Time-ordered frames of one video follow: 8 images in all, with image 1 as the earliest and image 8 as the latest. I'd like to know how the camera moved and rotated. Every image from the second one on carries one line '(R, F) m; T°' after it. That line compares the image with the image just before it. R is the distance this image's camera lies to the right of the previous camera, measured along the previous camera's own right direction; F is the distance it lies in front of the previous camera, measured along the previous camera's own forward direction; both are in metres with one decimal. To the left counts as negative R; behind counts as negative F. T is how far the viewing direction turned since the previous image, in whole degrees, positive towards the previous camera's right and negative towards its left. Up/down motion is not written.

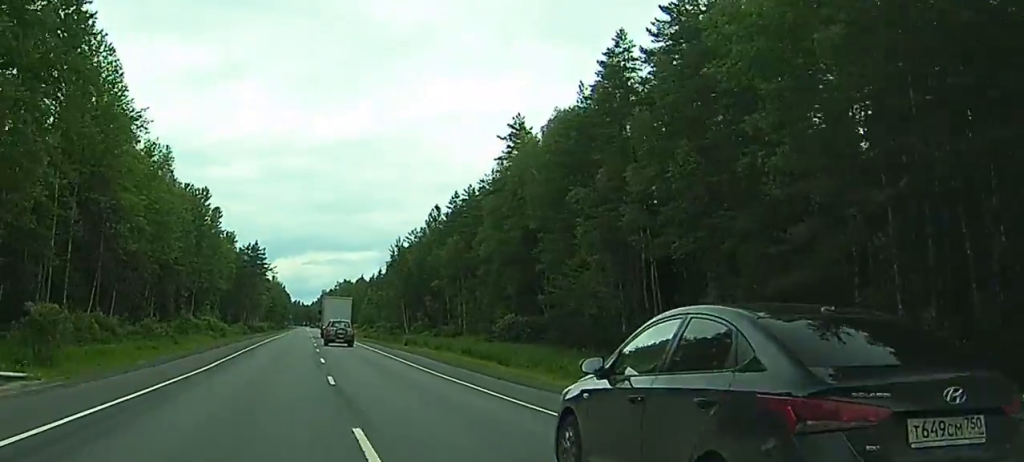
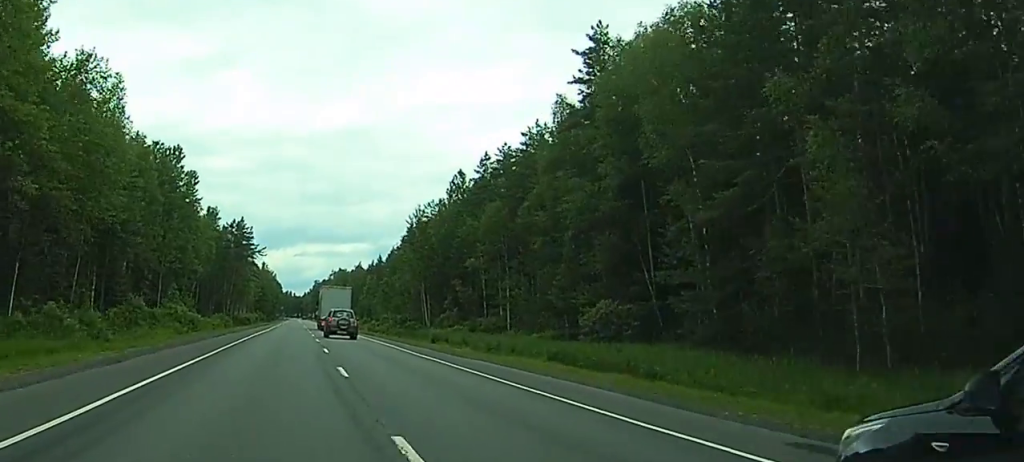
(0.0, +25.4) m; 0°
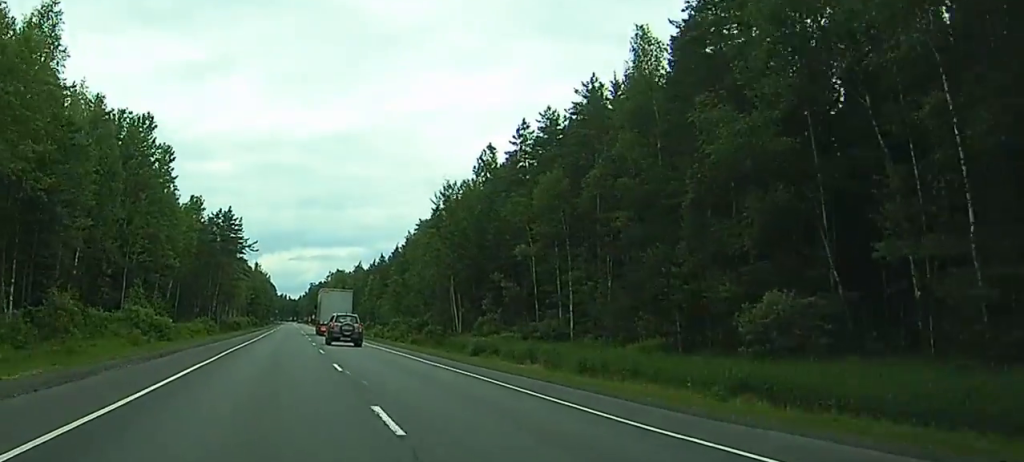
(0.0, +19.8) m; 0°
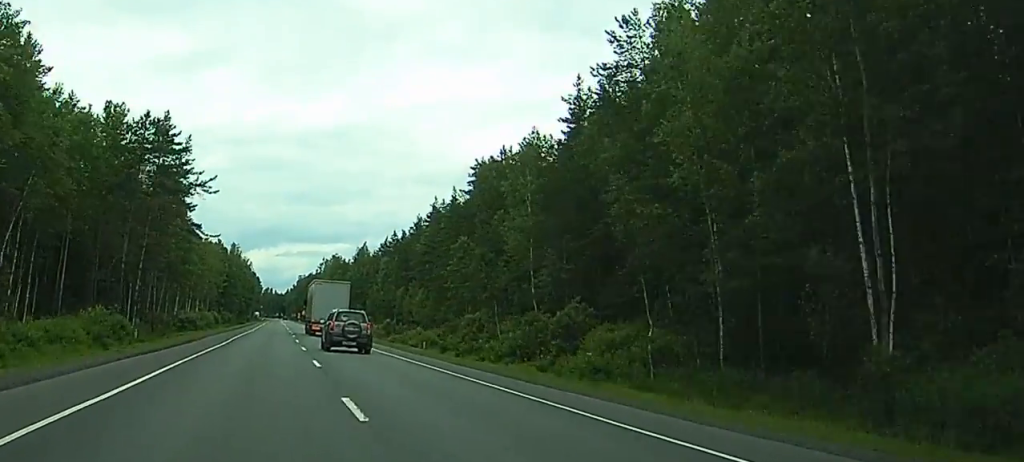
(+0.7, +57.9) m; +1°
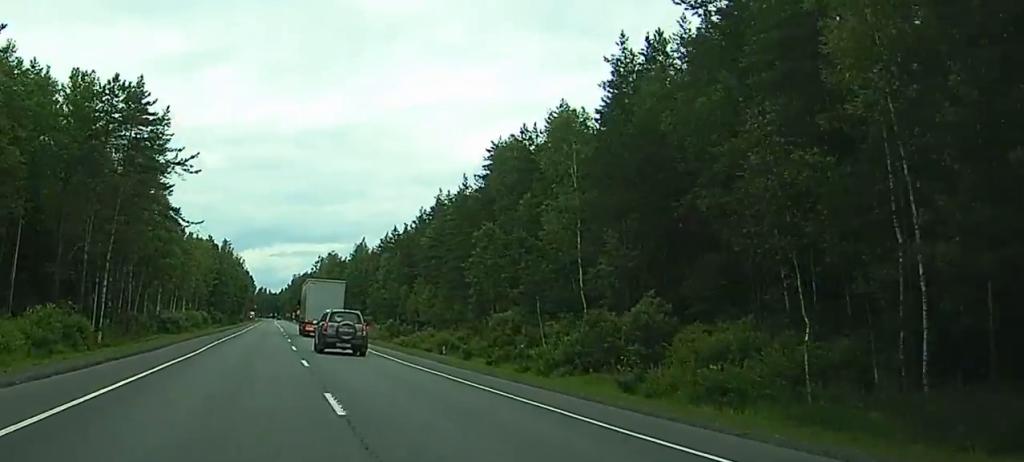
(0.0, +11.0) m; 0°
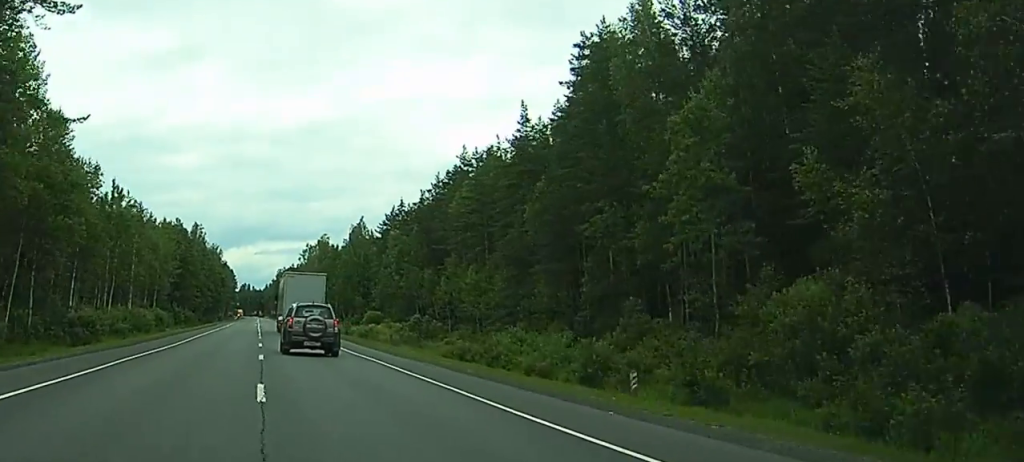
(+0.1, +35.1) m; +1°
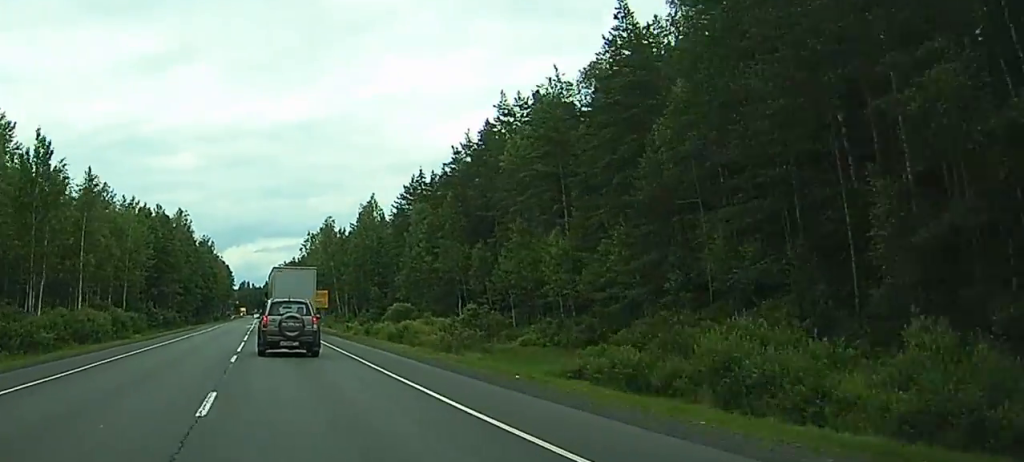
(+0.2, +25.3) m; 0°
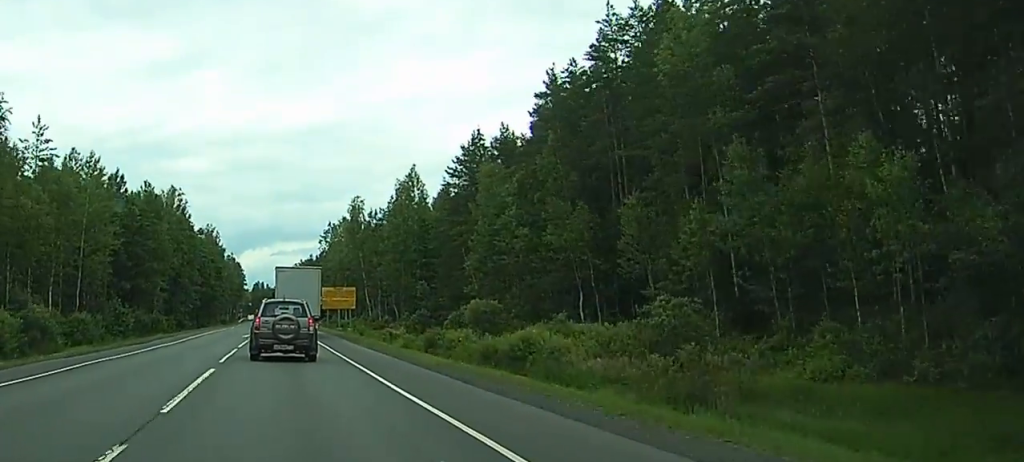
(0.0, +30.5) m; -1°
